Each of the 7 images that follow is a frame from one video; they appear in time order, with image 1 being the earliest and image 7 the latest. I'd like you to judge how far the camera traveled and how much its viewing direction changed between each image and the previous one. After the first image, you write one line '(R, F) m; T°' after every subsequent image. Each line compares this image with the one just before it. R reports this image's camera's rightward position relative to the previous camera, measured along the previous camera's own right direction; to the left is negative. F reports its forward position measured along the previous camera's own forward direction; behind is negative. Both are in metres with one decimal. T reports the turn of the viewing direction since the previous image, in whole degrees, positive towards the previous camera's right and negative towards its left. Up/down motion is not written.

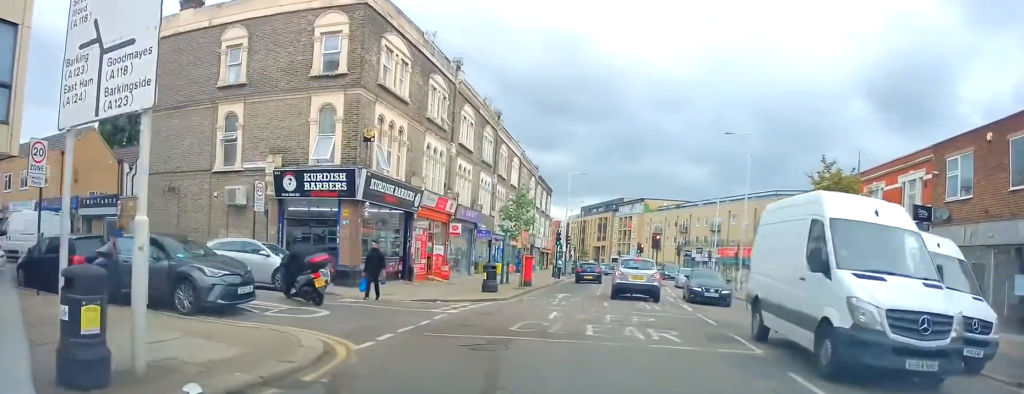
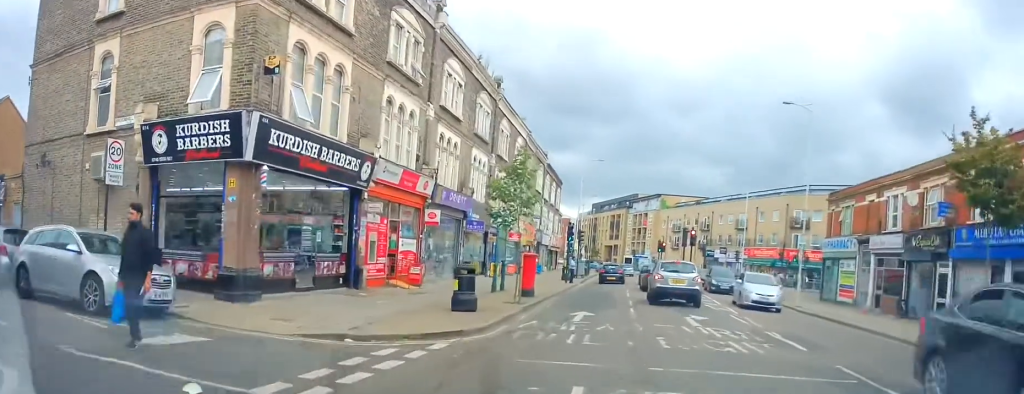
(+0.5, +7.9) m; +6°
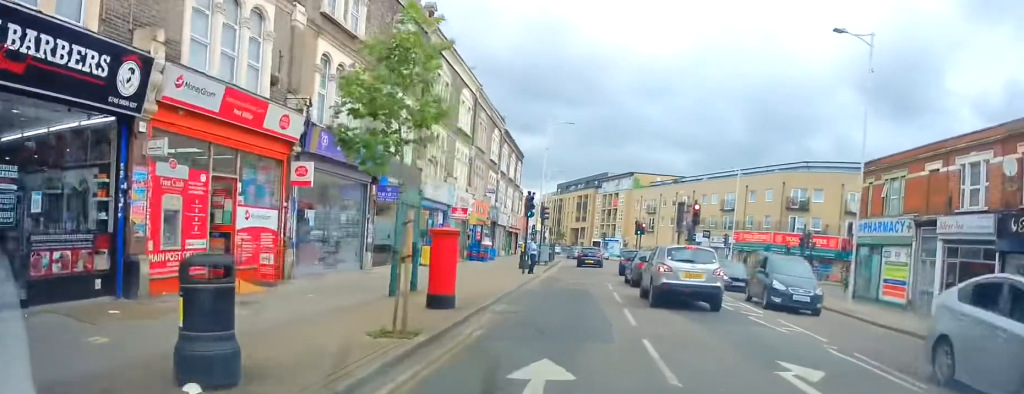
(0.0, +9.1) m; 0°
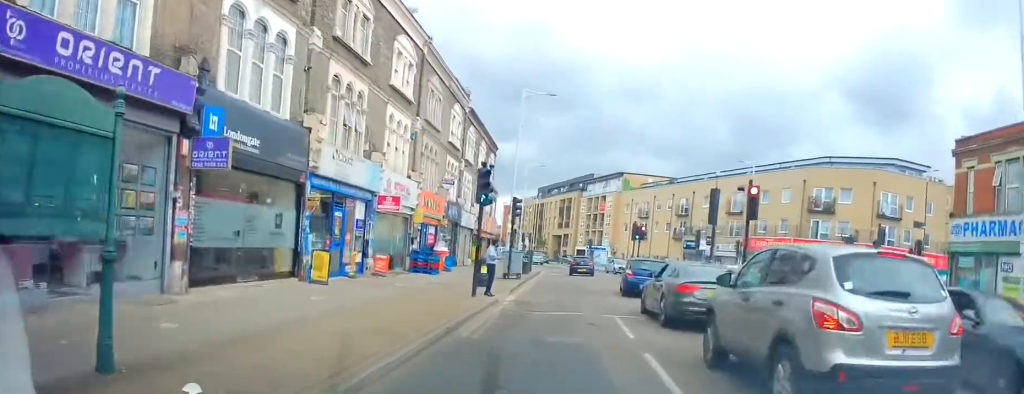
(0.0, +10.0) m; 0°
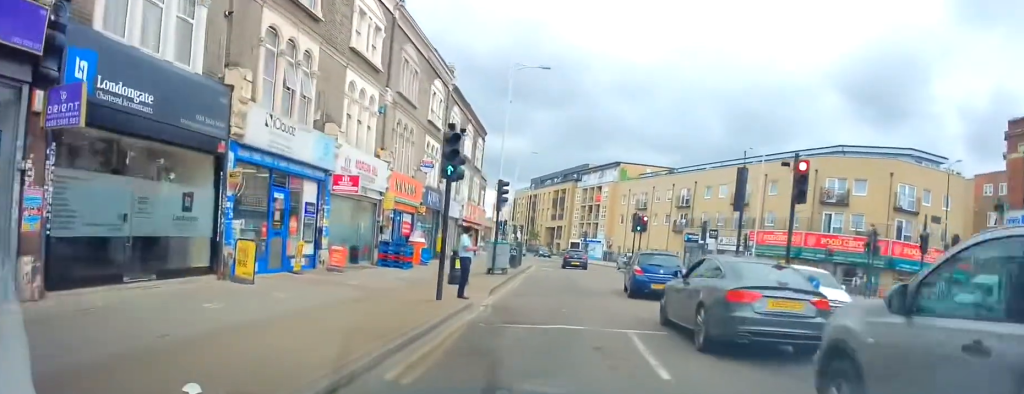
(0.0, +3.7) m; 0°
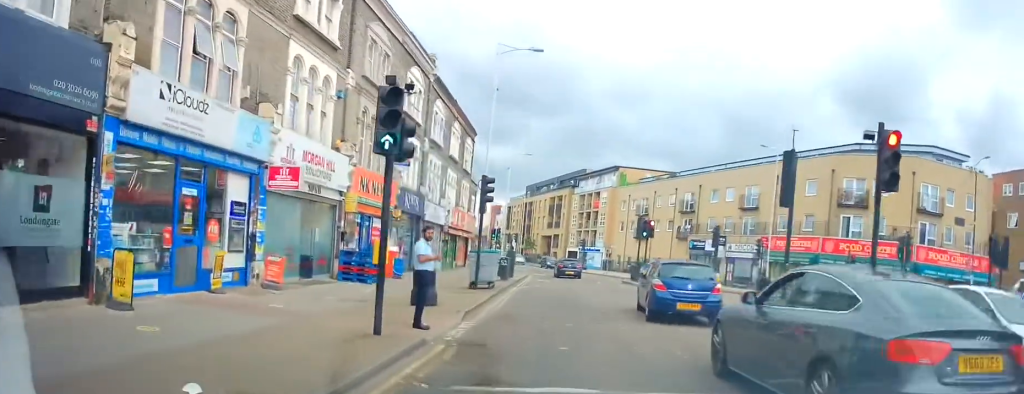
(0.0, +4.0) m; 0°
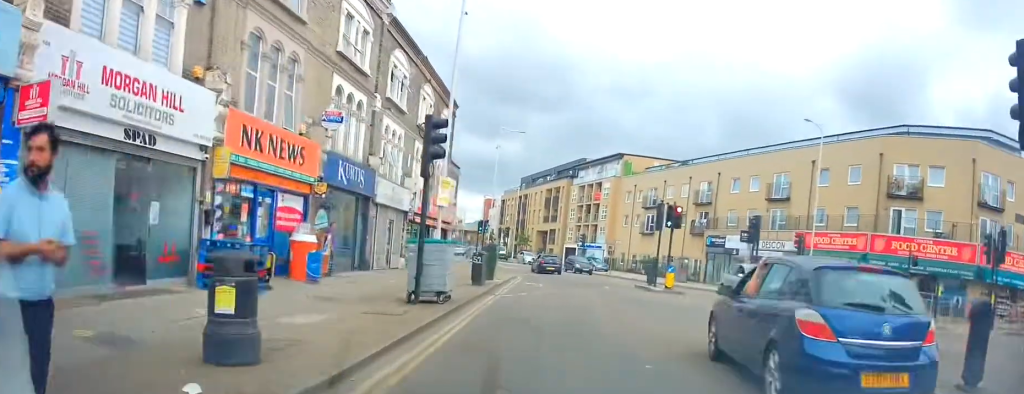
(0.0, +7.8) m; 0°
